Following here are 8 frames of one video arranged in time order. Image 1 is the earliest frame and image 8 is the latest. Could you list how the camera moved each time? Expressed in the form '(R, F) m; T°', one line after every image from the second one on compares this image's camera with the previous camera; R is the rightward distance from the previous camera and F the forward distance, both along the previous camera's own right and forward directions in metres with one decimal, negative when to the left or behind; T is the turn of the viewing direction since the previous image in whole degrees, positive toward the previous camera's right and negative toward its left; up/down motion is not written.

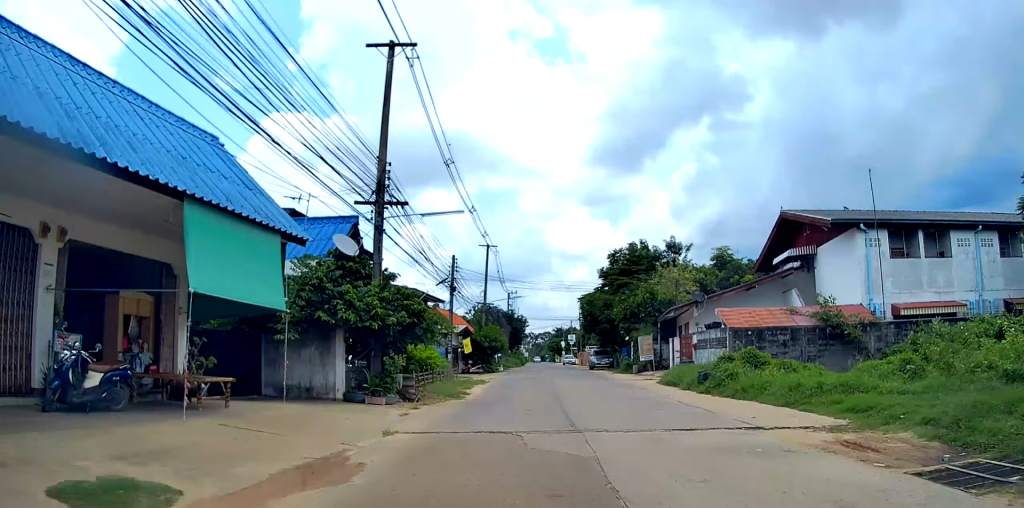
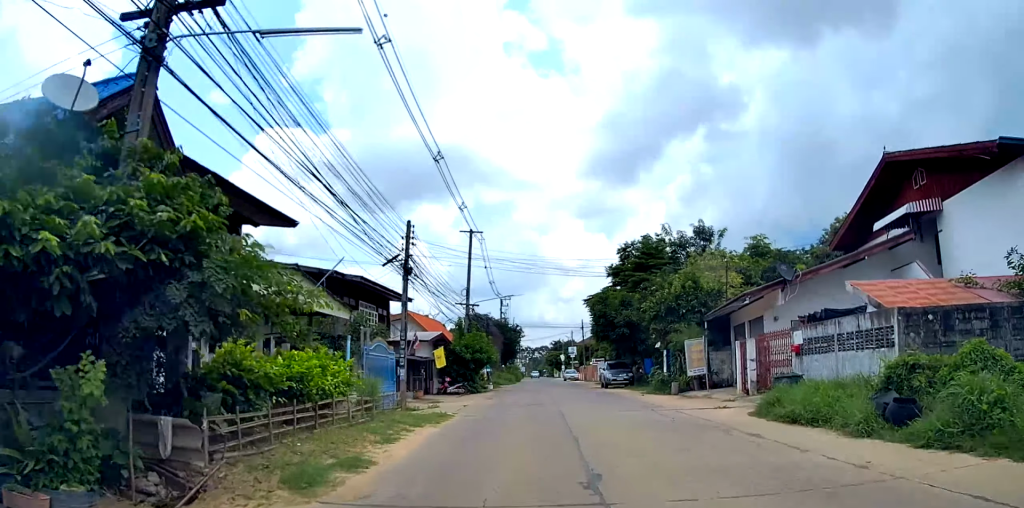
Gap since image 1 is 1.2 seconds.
(-0.1, +11.4) m; +1°
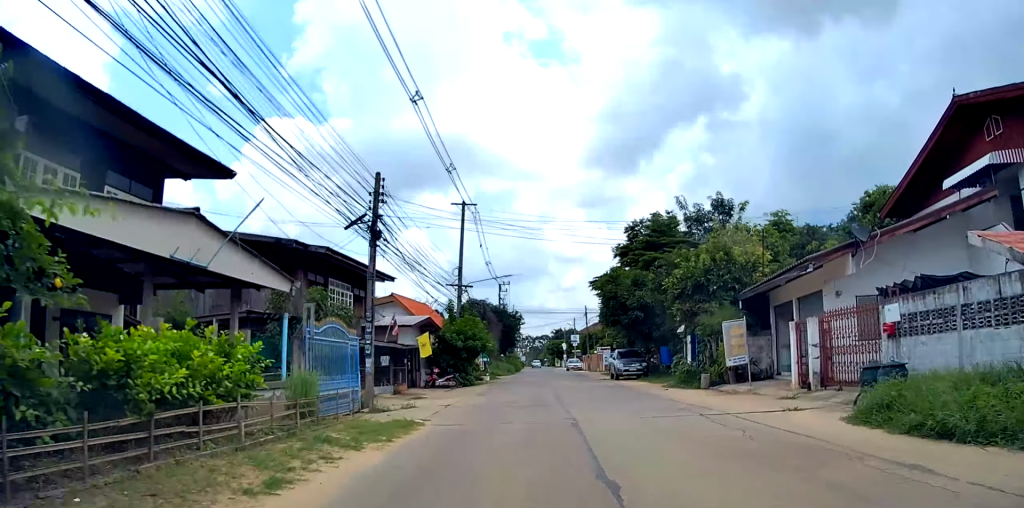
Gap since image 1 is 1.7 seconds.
(+0.1, +4.8) m; 0°
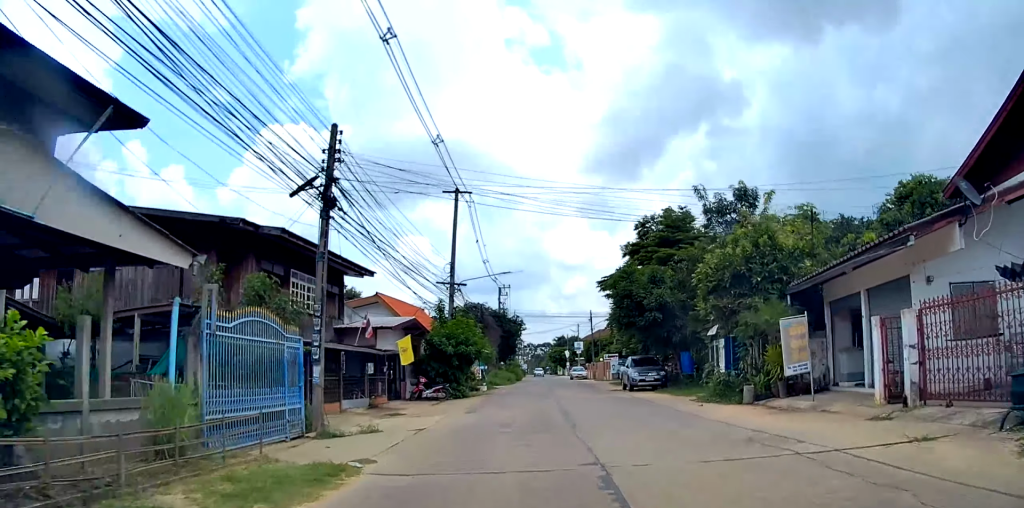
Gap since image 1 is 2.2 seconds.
(+0.1, +4.6) m; 0°
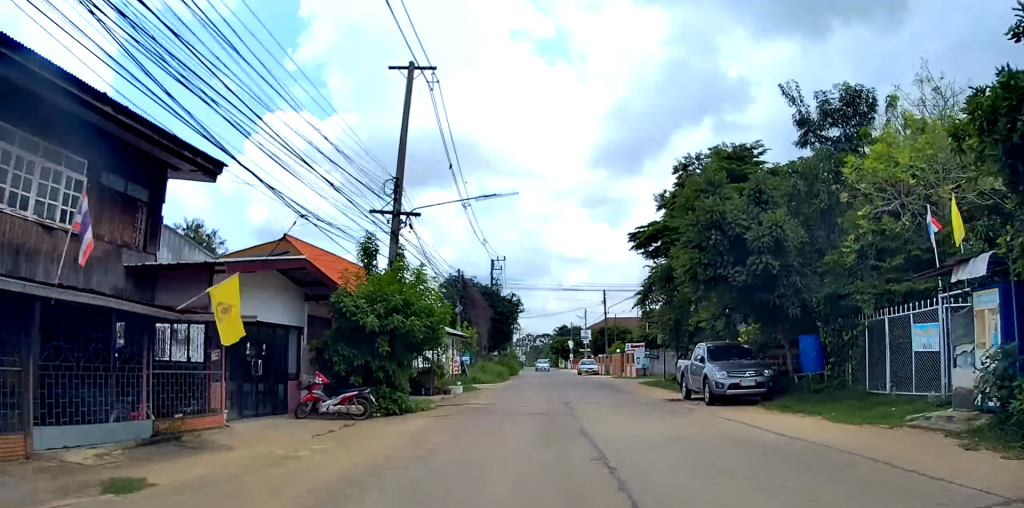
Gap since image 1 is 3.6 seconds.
(-0.2, +14.5) m; -1°
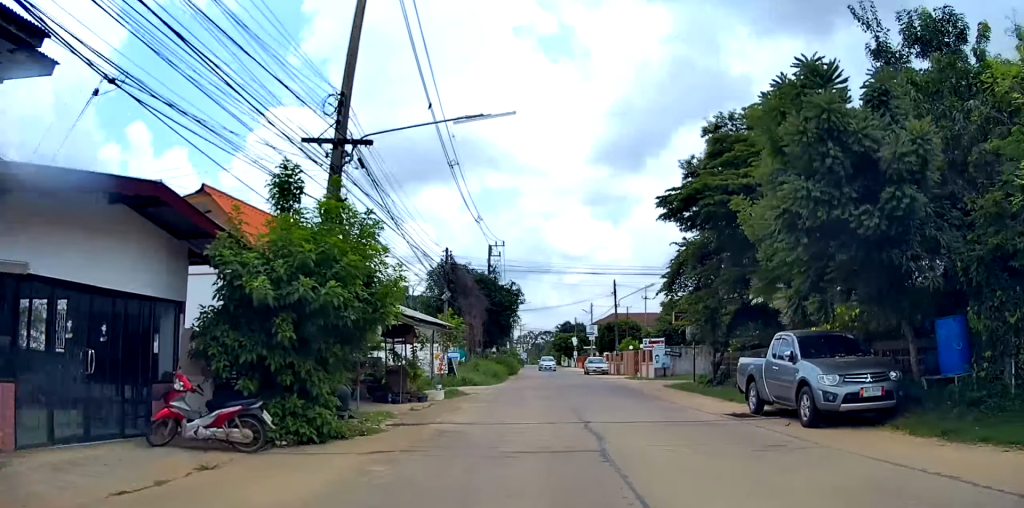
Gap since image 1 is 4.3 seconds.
(+0.1, +6.4) m; -1°
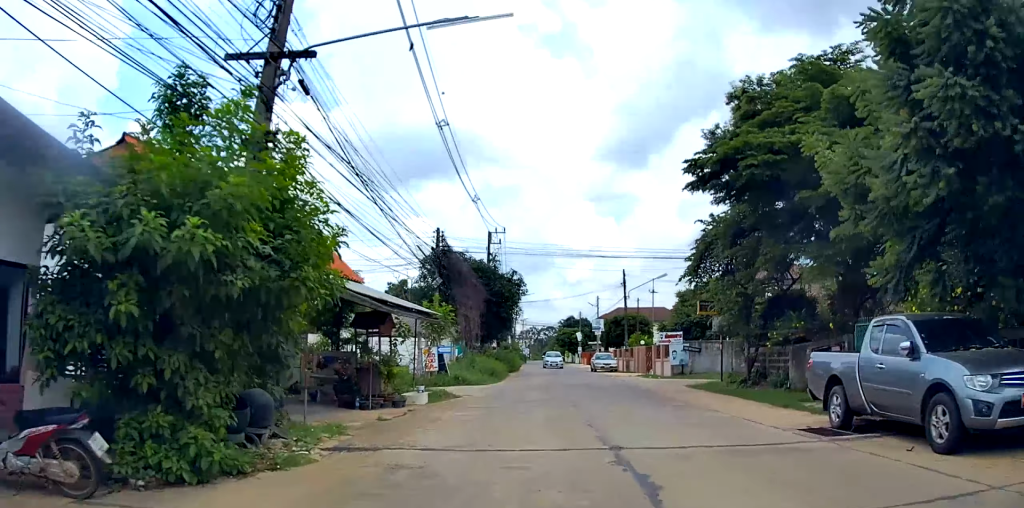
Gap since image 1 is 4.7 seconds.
(-0.1, +3.9) m; 0°
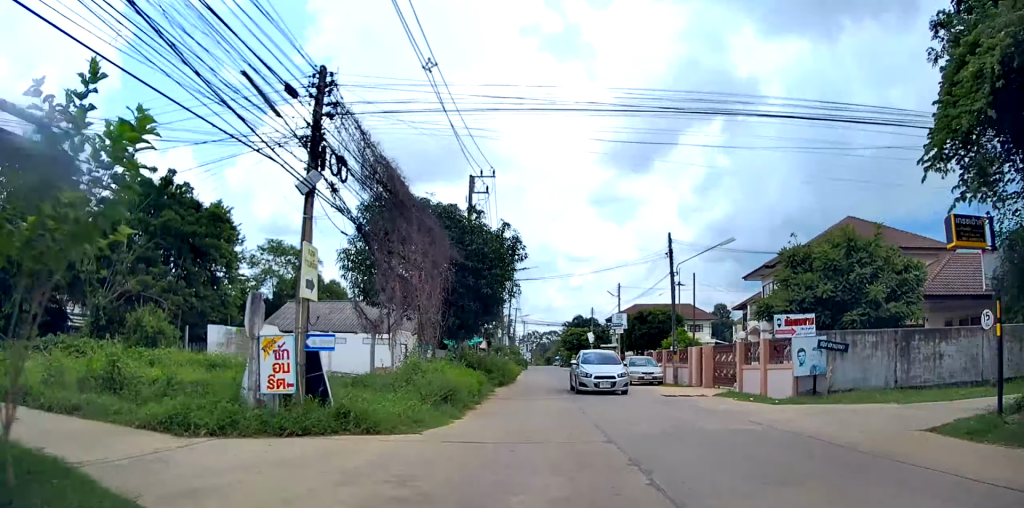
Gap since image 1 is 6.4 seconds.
(-0.1, +16.5) m; 0°
